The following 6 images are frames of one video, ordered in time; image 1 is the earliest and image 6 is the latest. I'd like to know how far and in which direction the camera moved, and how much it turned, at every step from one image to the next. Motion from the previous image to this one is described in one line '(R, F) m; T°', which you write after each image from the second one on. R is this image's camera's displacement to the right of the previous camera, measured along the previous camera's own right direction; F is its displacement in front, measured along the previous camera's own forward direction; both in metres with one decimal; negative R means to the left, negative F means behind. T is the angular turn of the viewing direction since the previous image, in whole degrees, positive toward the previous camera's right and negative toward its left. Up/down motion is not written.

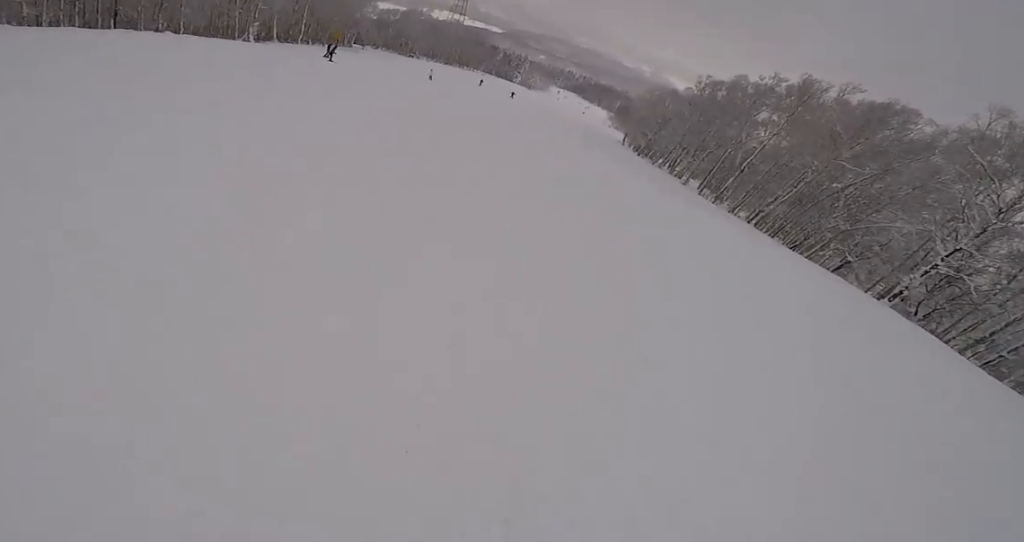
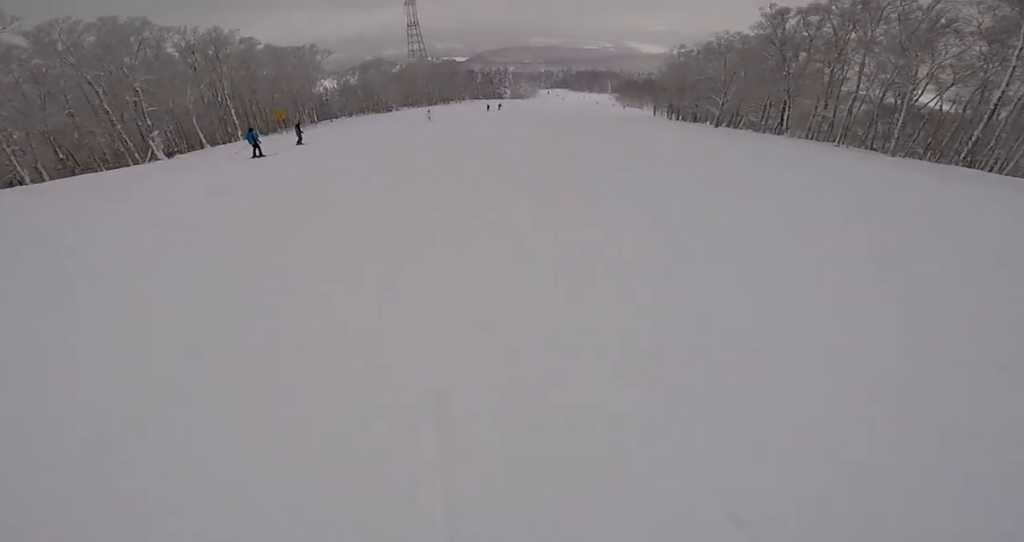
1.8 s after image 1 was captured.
(+2.8, +22.8) m; +16°
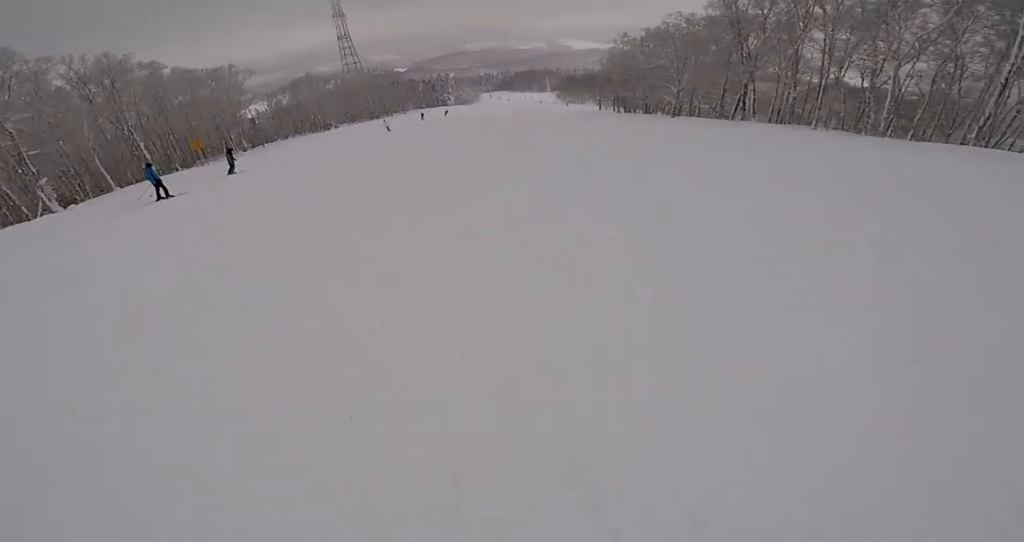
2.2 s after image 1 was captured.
(+0.4, +5.6) m; +2°
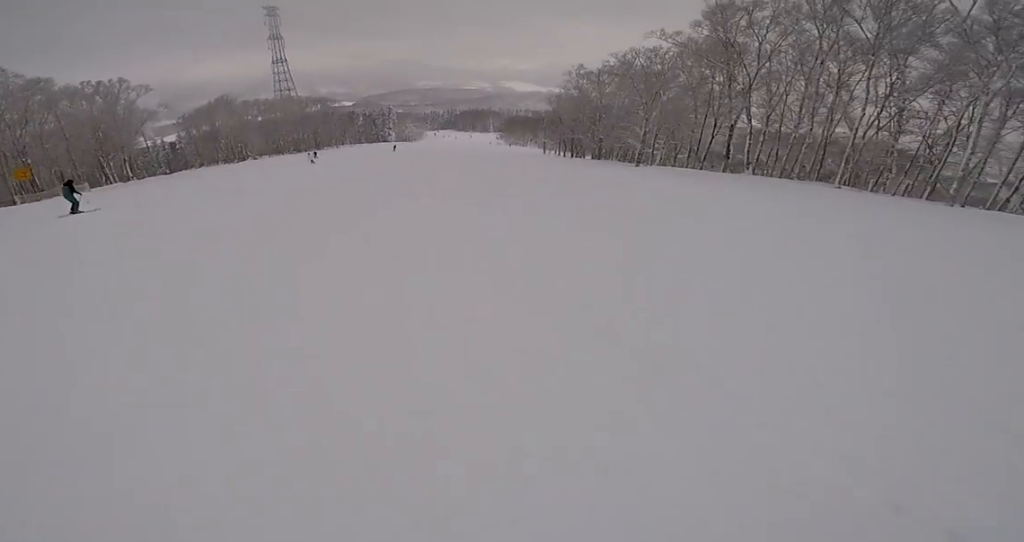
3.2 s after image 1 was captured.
(+0.1, +13.1) m; -6°
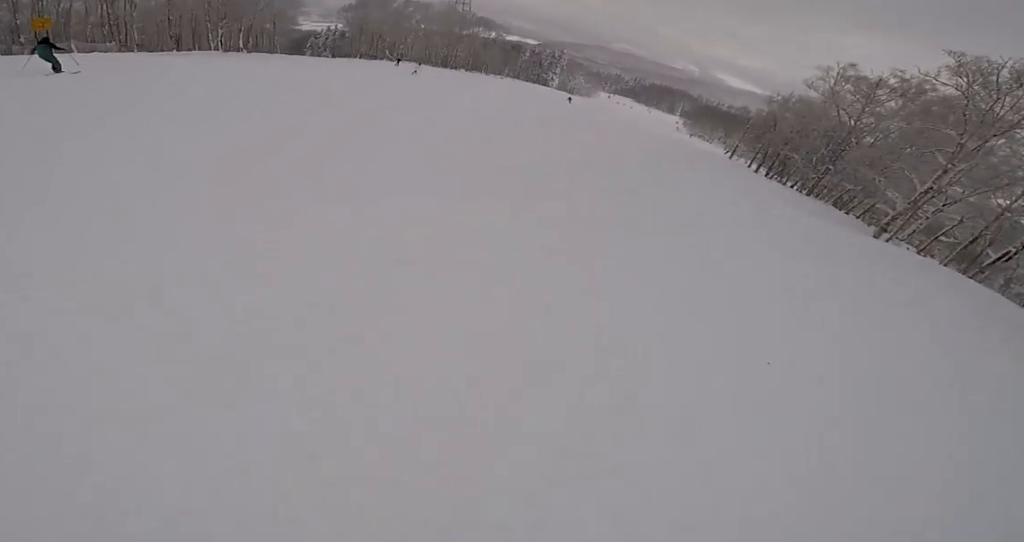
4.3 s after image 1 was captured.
(-1.9, +15.0) m; -15°
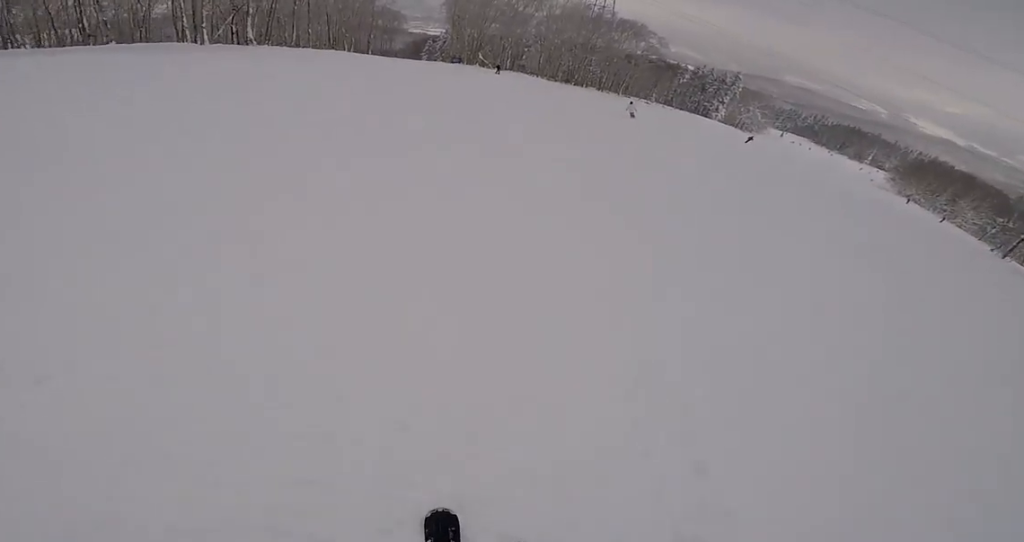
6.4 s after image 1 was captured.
(-3.2, +26.8) m; -3°
